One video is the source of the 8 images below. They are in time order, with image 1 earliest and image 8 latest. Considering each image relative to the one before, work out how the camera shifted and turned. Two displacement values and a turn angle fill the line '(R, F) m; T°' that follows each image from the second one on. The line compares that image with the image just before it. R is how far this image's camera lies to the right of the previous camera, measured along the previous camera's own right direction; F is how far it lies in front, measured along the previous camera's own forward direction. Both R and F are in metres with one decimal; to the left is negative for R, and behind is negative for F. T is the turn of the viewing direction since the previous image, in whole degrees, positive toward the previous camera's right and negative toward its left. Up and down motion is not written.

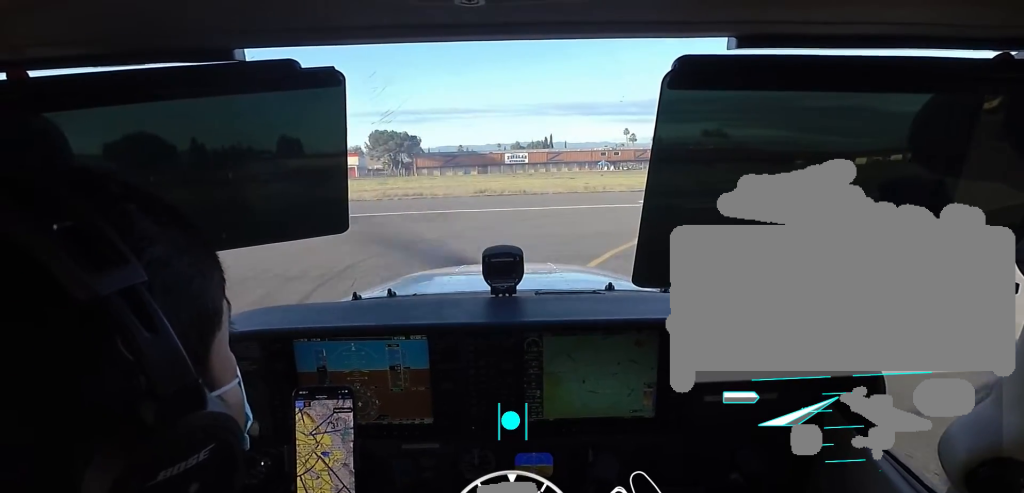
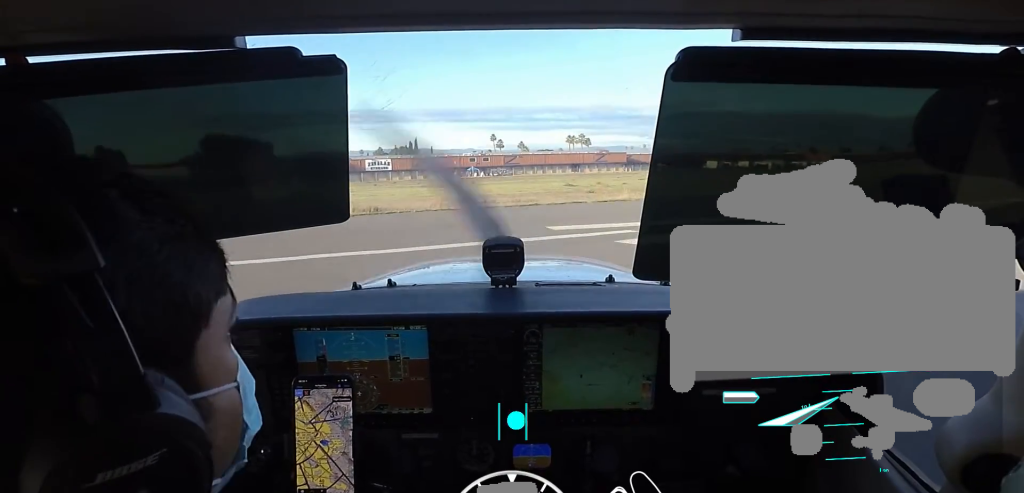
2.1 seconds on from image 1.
(+3.5, +9.4) m; +34°
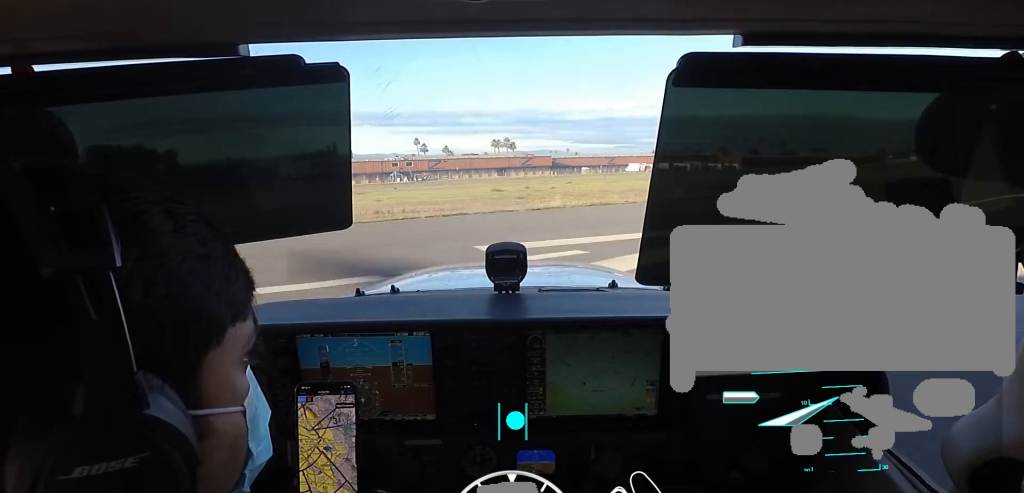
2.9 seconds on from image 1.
(+0.1, +3.3) m; +8°
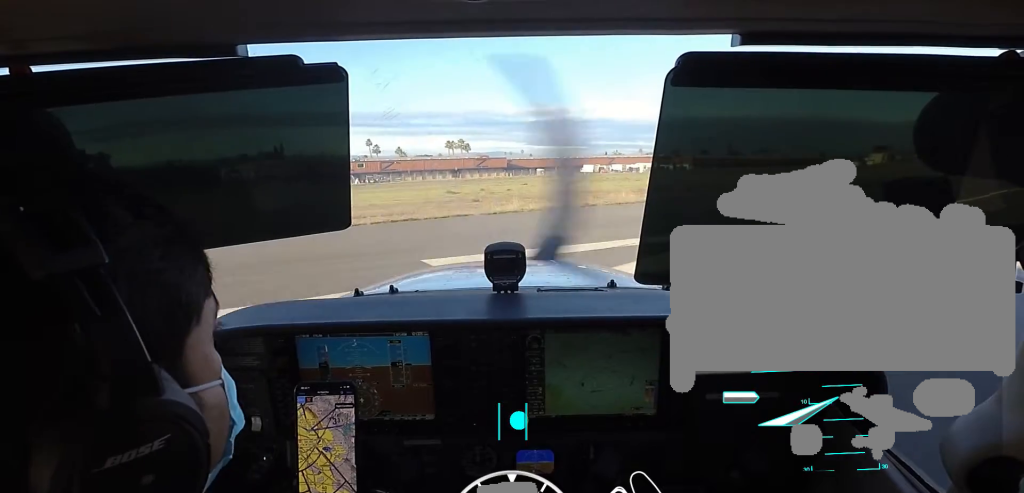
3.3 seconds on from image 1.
(0.0, +1.6) m; +8°
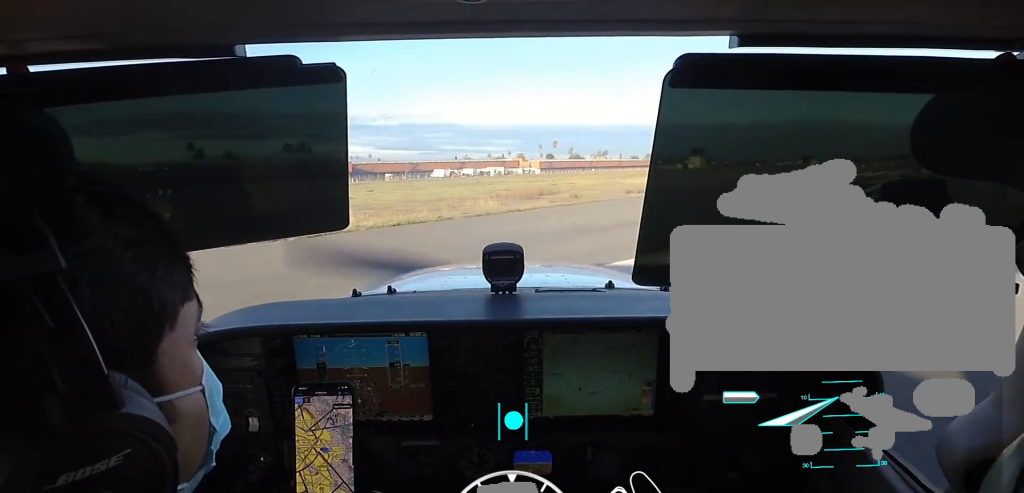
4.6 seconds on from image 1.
(+1.3, +4.8) m; +3°
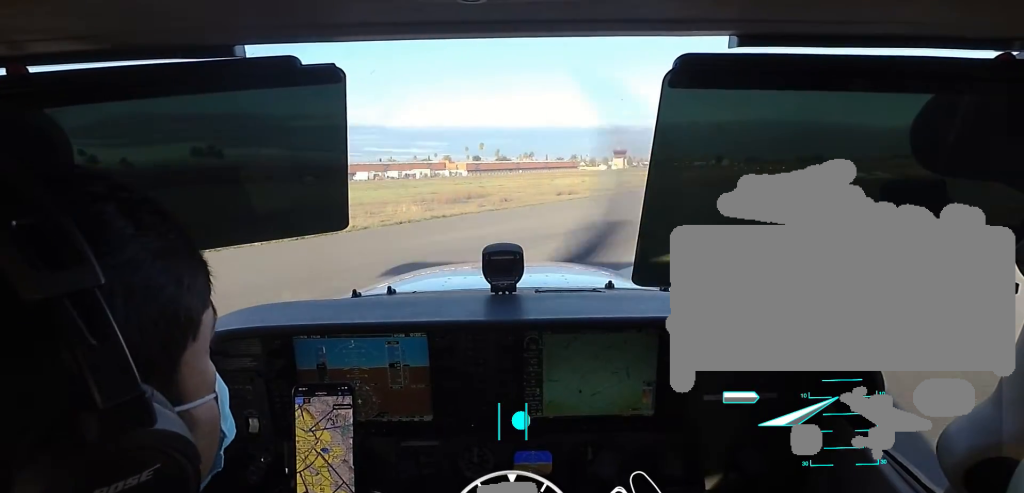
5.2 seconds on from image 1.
(-0.7, +2.3) m; +3°
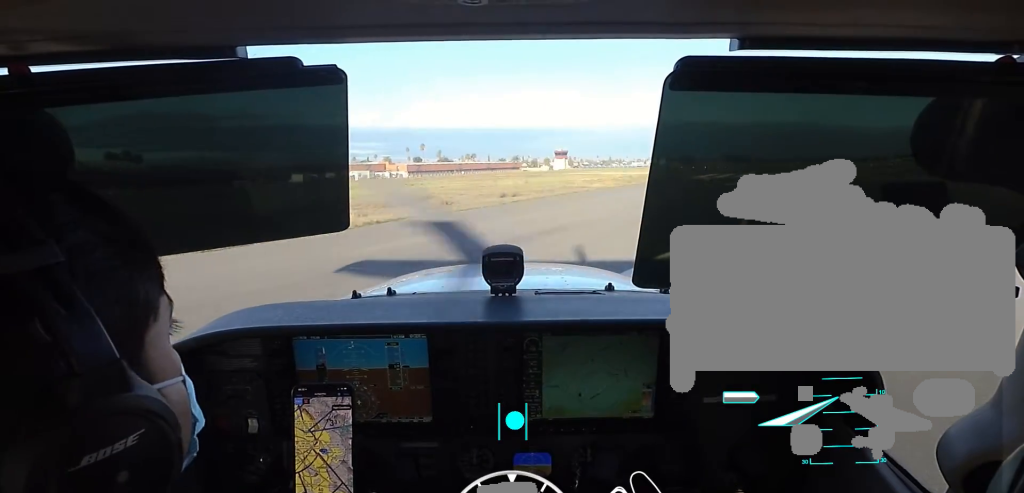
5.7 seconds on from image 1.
(-0.6, +1.7) m; +4°
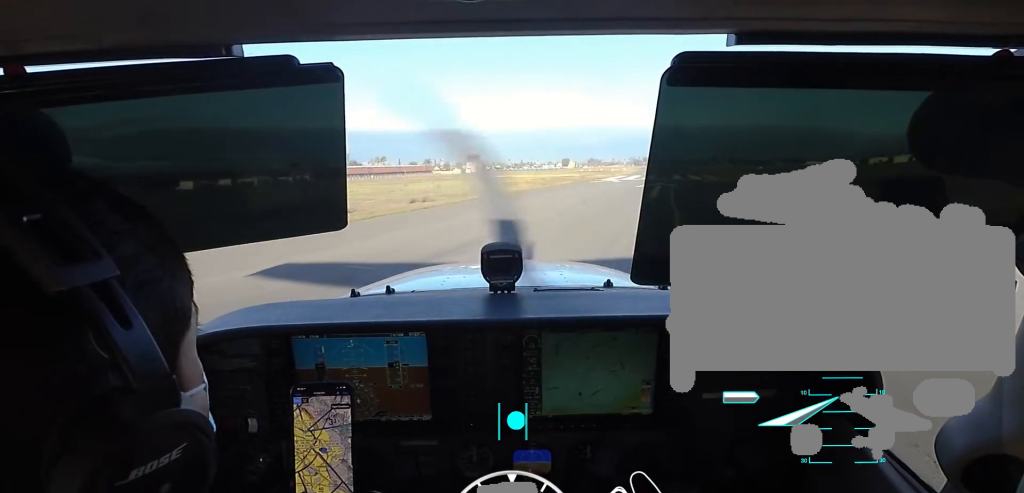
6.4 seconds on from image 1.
(+1.2, +2.6) m; +17°
